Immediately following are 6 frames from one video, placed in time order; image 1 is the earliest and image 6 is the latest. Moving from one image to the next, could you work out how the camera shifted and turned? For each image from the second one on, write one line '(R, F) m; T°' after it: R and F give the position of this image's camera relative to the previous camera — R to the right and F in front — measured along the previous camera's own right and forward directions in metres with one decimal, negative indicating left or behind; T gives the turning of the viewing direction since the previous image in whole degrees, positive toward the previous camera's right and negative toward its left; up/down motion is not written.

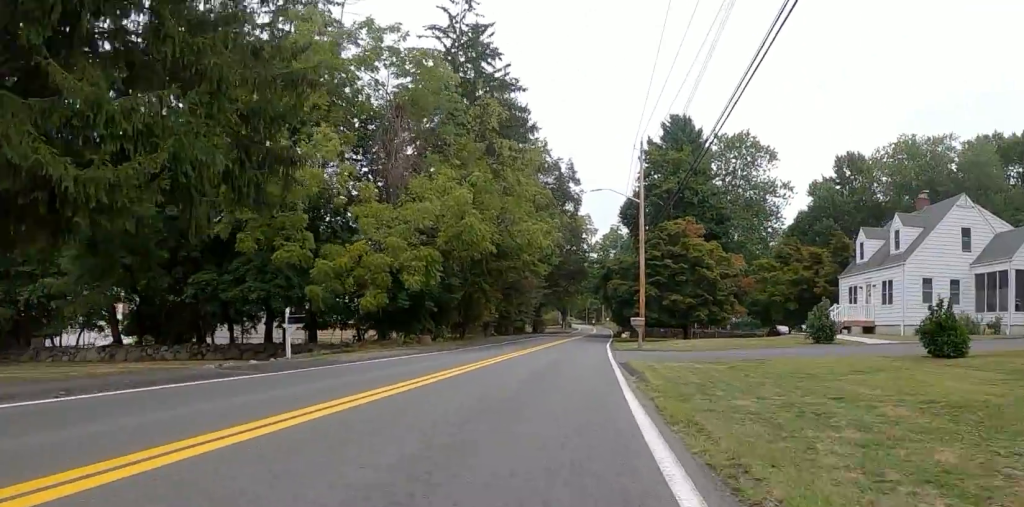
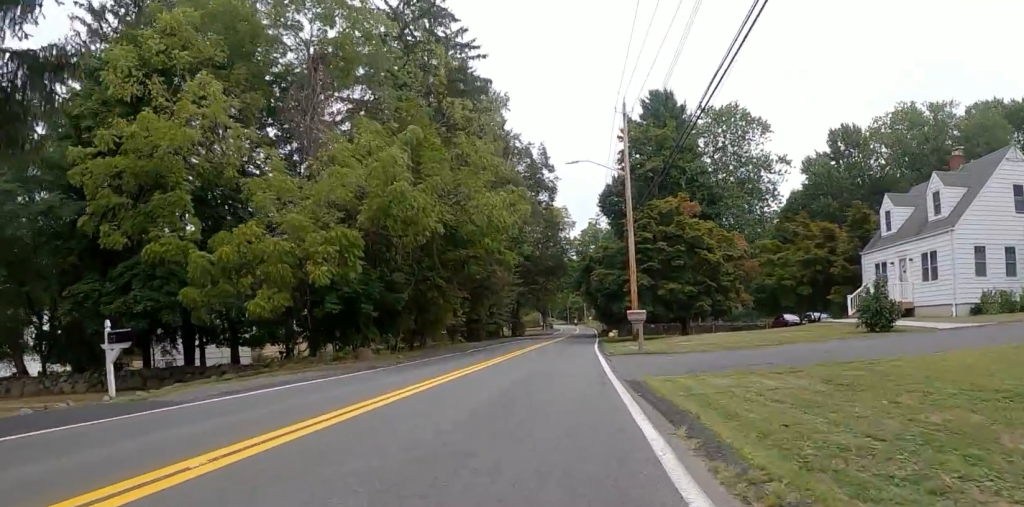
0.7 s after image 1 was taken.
(-0.7, +6.1) m; -2°
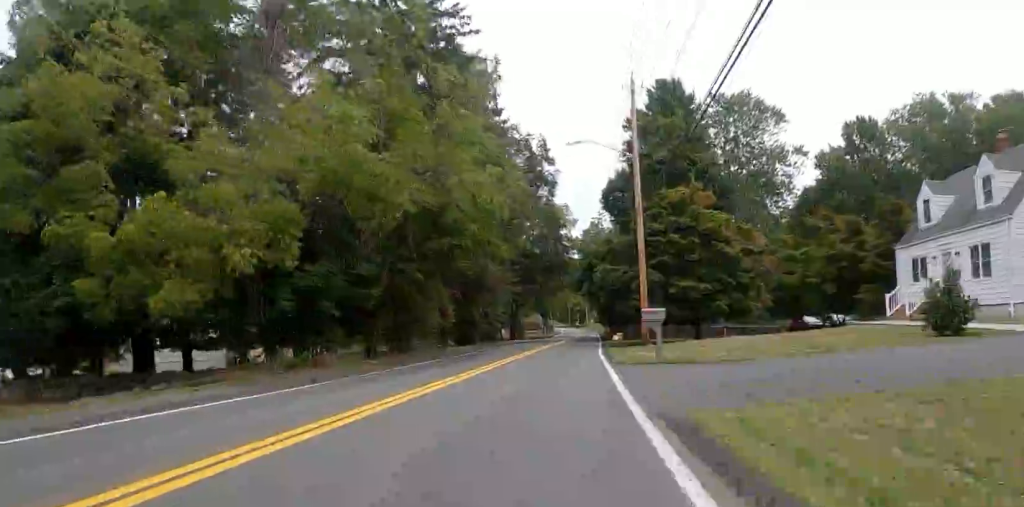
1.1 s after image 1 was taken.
(0.0, +3.7) m; 0°
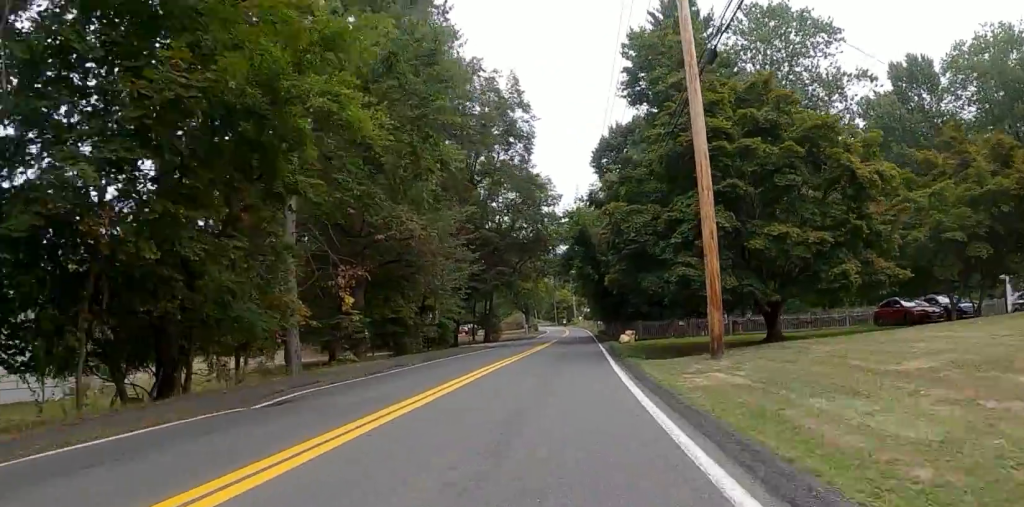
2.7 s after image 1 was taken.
(+0.9, +14.5) m; +4°
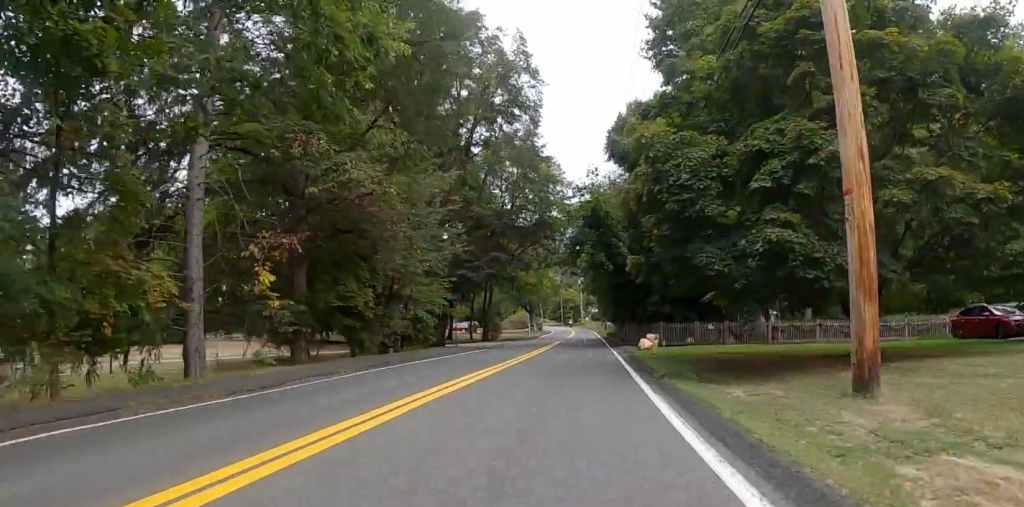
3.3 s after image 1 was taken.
(0.0, +6.3) m; -2°
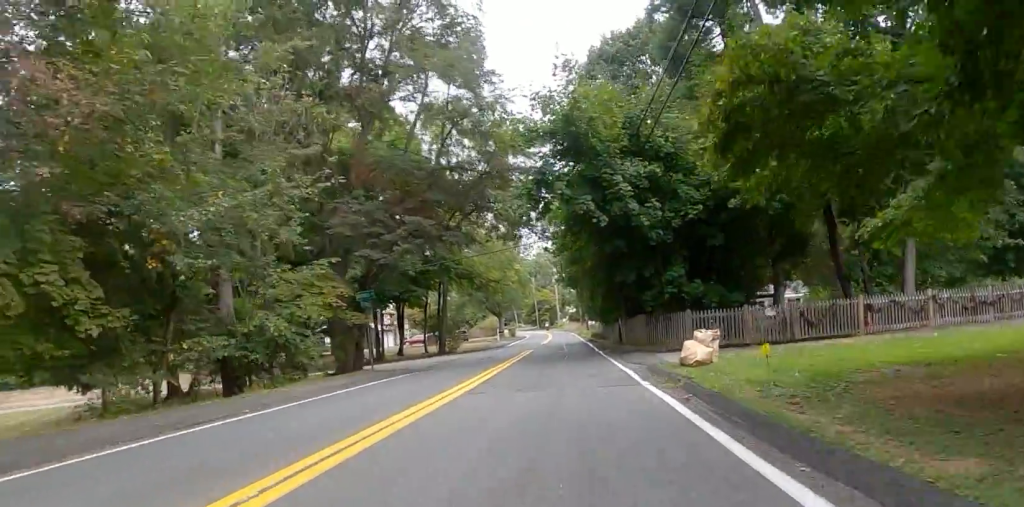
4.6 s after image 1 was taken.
(-0.6, +11.7) m; +1°
